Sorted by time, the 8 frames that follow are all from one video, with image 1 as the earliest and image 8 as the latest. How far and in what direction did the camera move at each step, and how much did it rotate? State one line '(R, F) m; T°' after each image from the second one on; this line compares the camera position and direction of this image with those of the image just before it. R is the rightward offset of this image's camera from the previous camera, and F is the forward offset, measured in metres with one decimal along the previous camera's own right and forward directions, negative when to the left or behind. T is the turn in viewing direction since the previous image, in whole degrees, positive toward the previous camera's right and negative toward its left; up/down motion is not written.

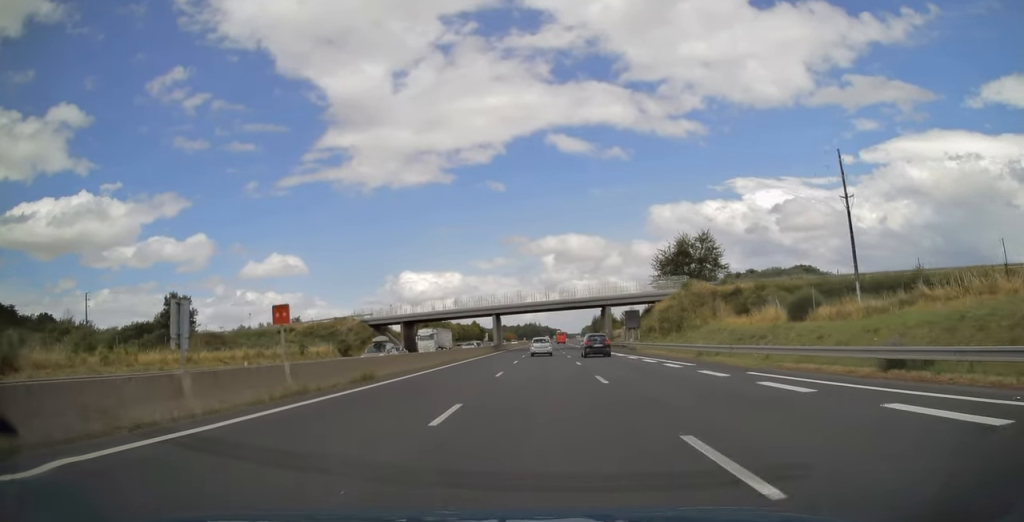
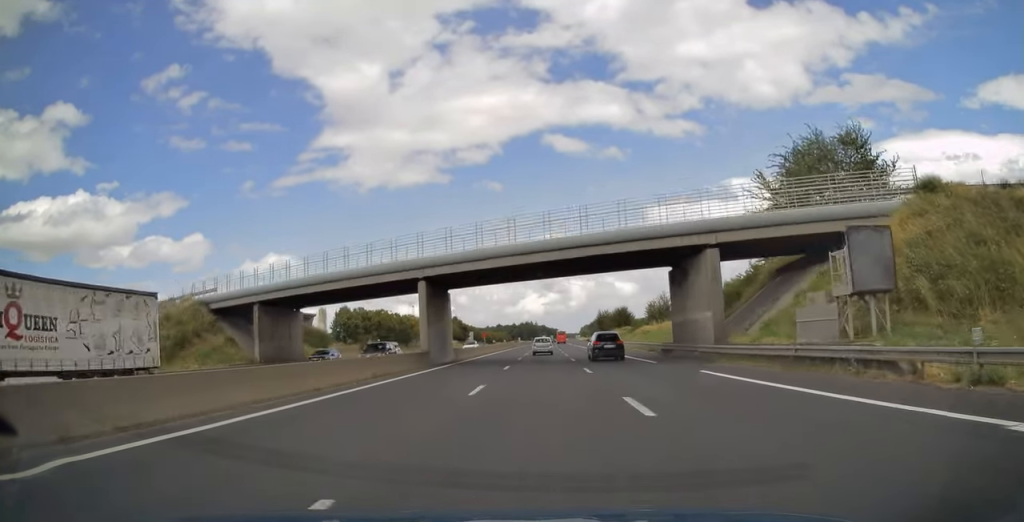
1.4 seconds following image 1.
(+0.4, +47.1) m; +1°
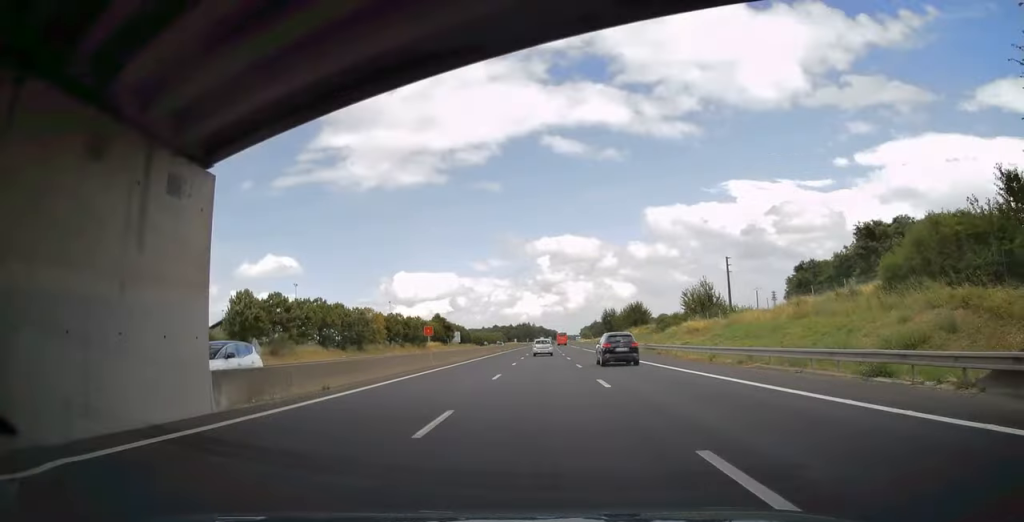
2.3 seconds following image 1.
(+0.1, +32.4) m; 0°
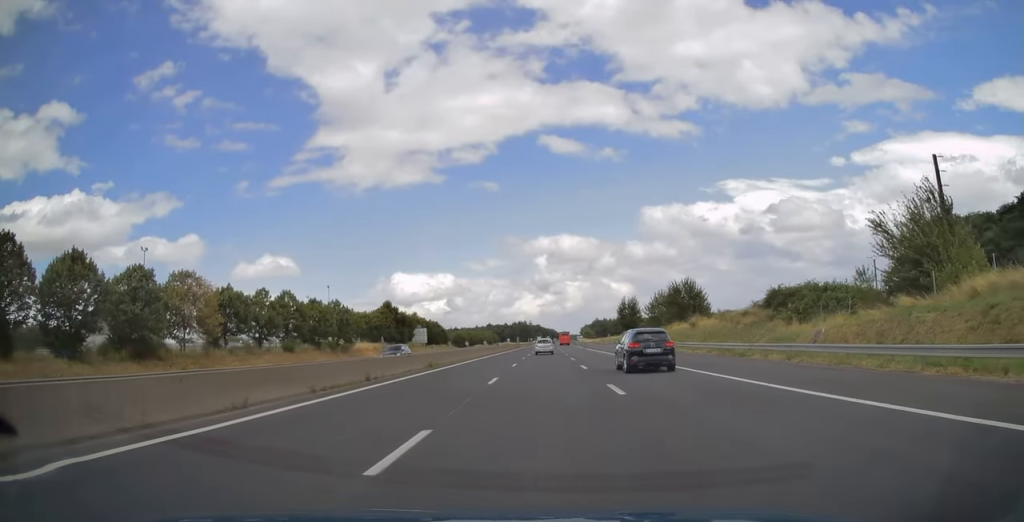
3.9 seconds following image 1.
(+0.1, +55.3) m; 0°
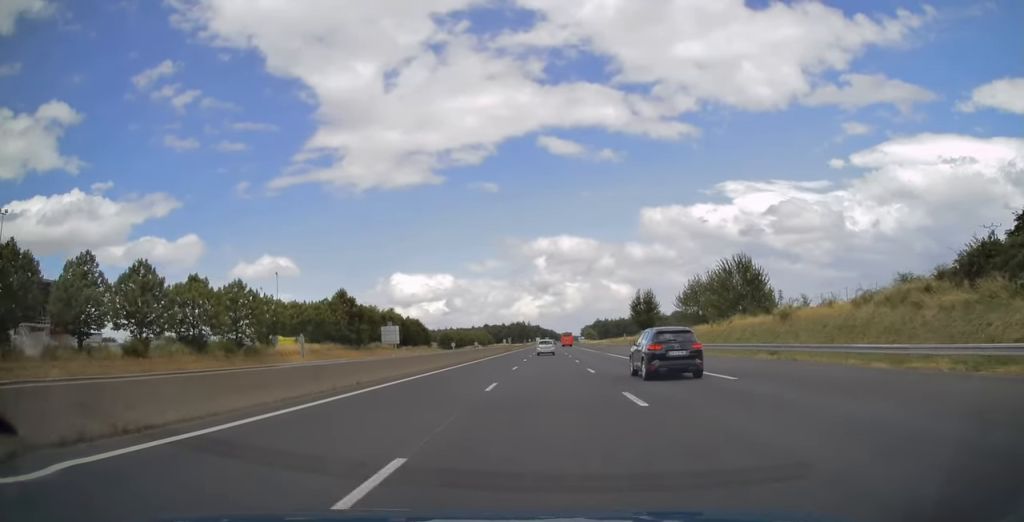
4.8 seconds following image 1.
(0.0, +28.7) m; 0°
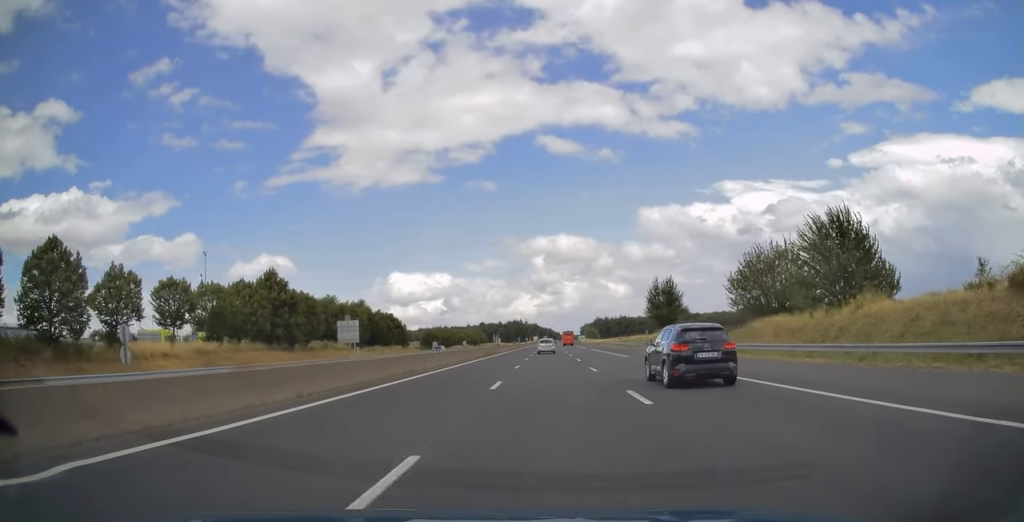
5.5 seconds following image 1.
(+0.1, +26.1) m; 0°
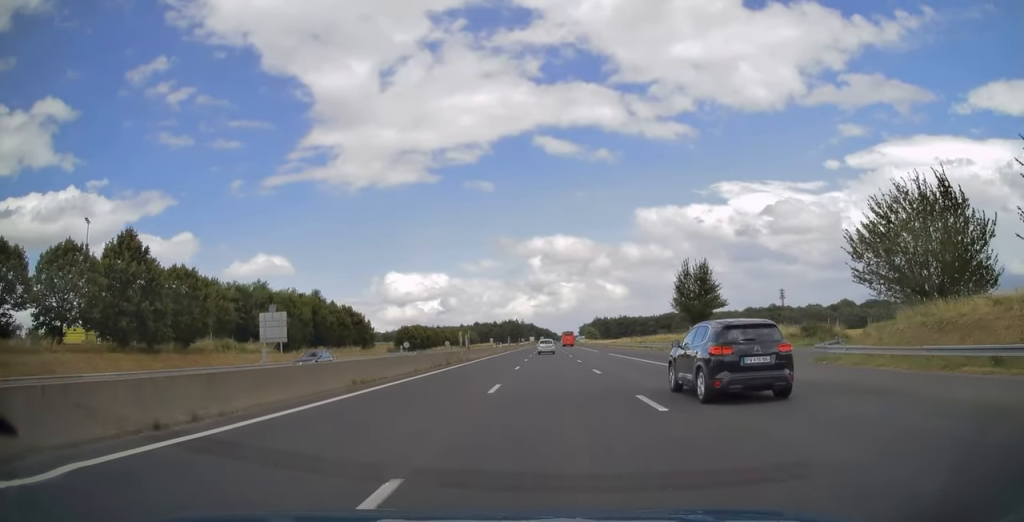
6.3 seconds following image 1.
(+0.1, +27.6) m; 0°
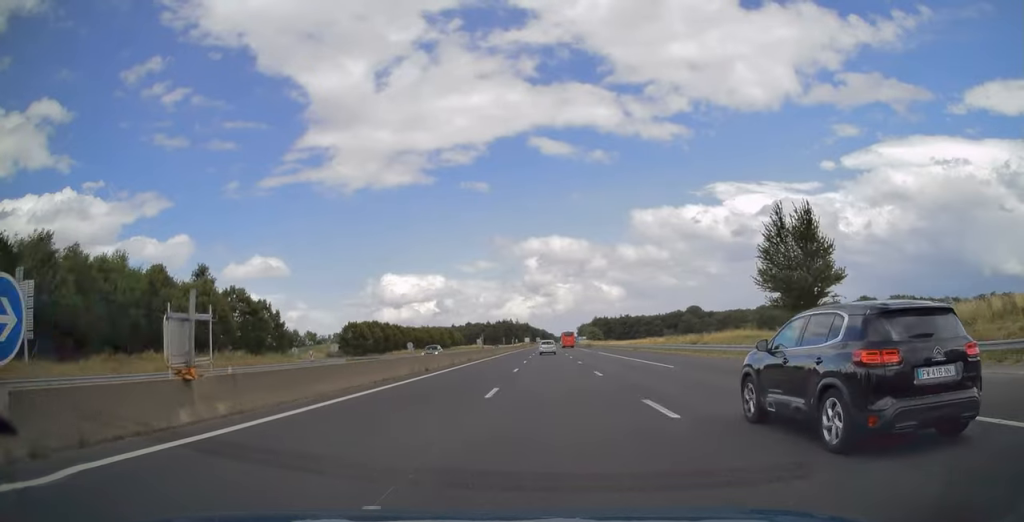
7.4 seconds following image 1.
(-0.2, +40.4) m; 0°
